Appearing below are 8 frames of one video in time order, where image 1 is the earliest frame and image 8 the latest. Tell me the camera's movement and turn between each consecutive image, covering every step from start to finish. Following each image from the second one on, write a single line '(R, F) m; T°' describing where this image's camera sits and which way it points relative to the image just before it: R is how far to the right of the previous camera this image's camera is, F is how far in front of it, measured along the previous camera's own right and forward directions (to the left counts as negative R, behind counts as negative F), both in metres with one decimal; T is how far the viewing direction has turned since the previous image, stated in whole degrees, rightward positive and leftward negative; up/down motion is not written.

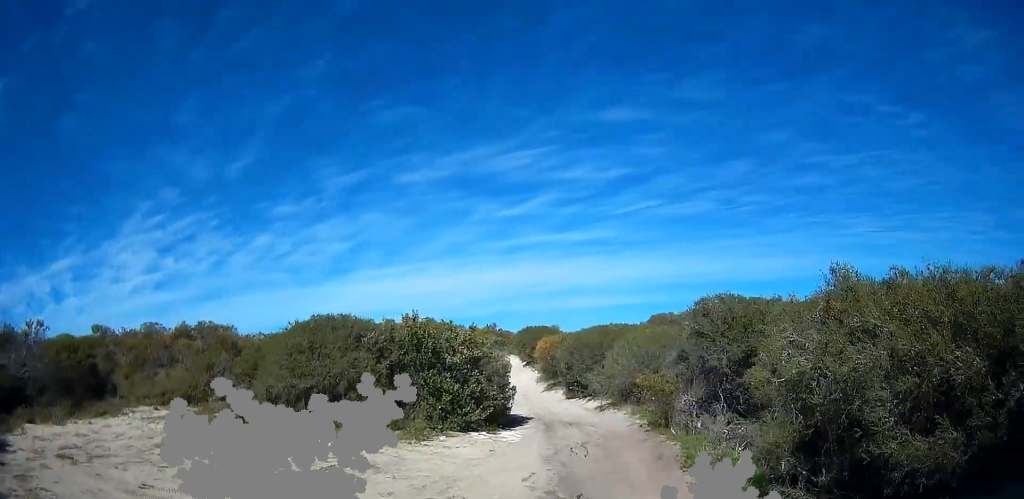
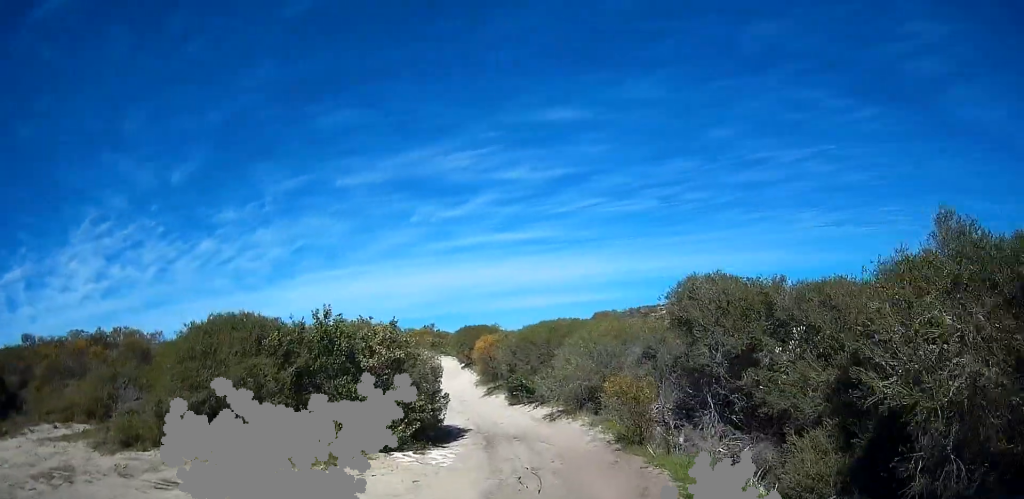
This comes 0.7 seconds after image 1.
(0.0, +2.5) m; +5°
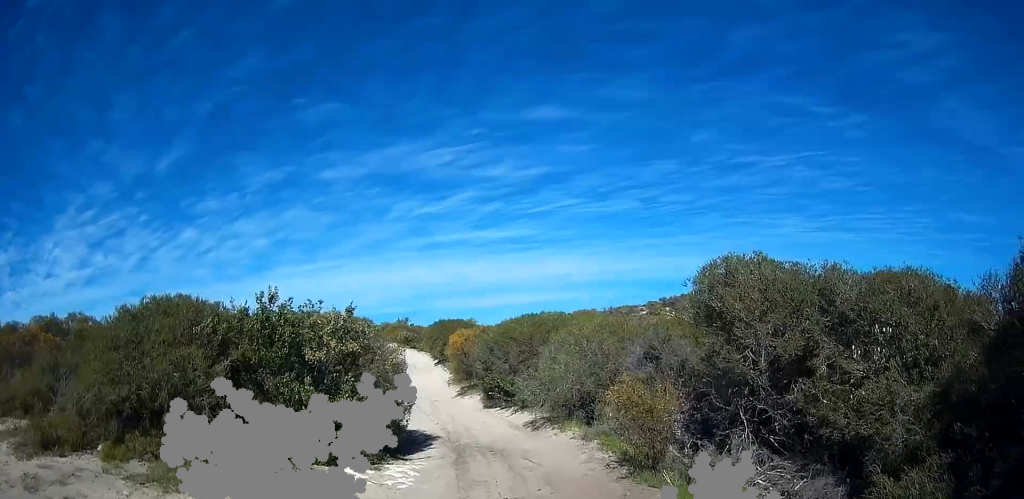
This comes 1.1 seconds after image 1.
(-0.1, +1.7) m; +5°
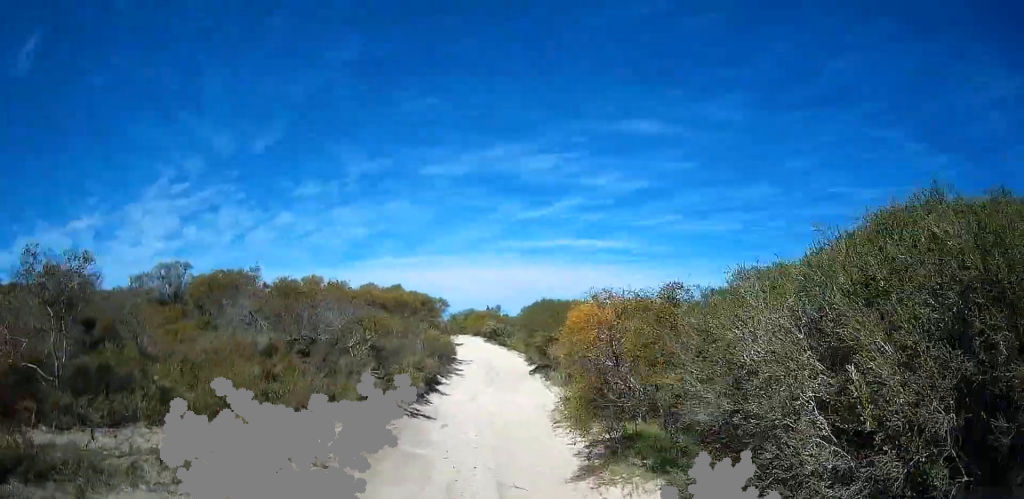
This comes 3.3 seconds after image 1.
(-1.1, +12.5) m; -17°
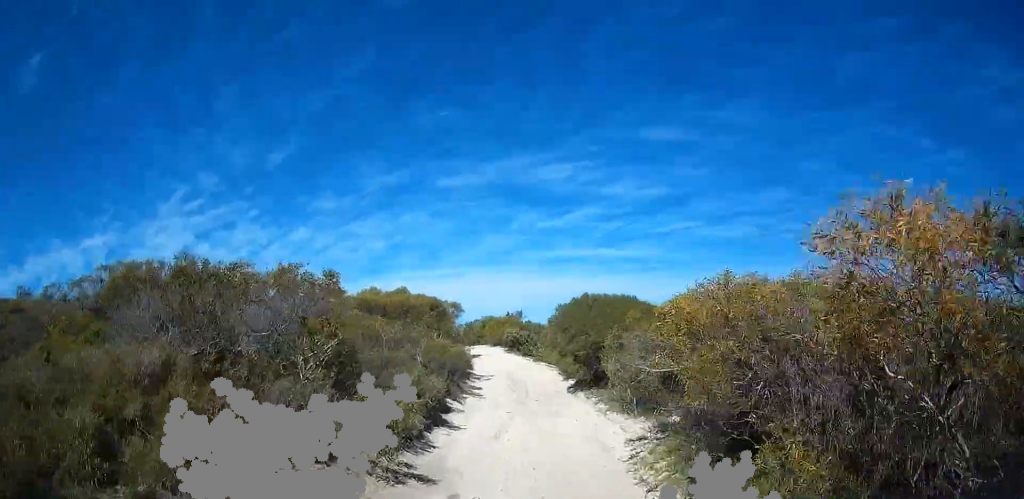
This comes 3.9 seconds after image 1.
(0.0, +4.8) m; +2°
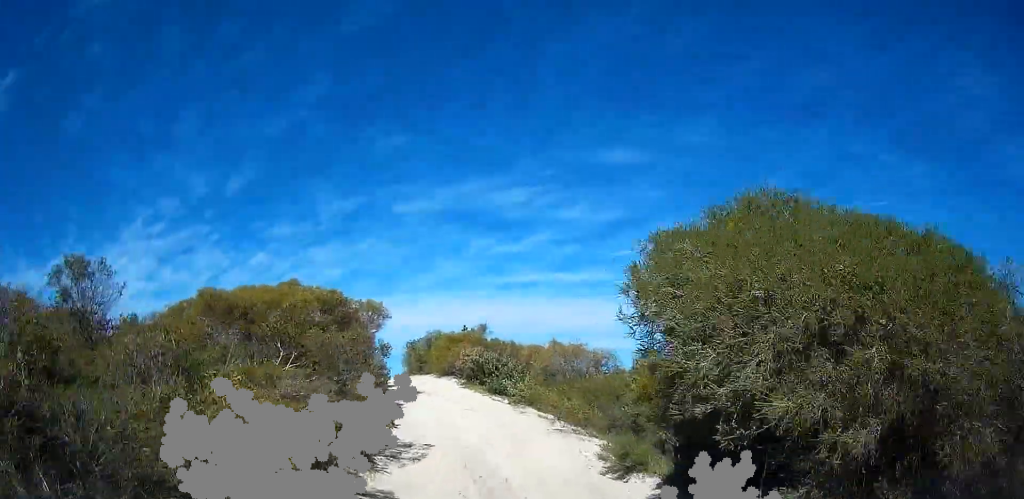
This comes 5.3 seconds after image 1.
(+0.6, +11.0) m; +4°
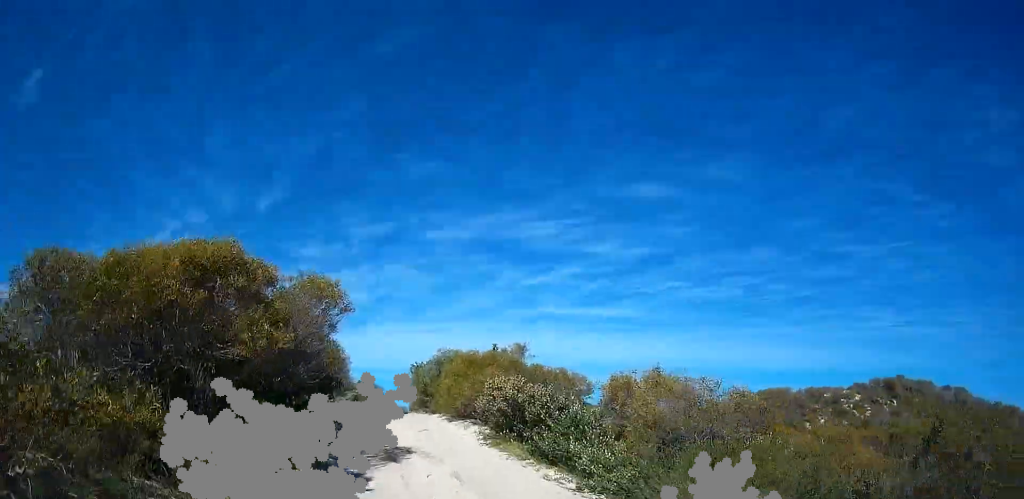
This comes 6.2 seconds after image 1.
(+0.1, +7.4) m; -7°
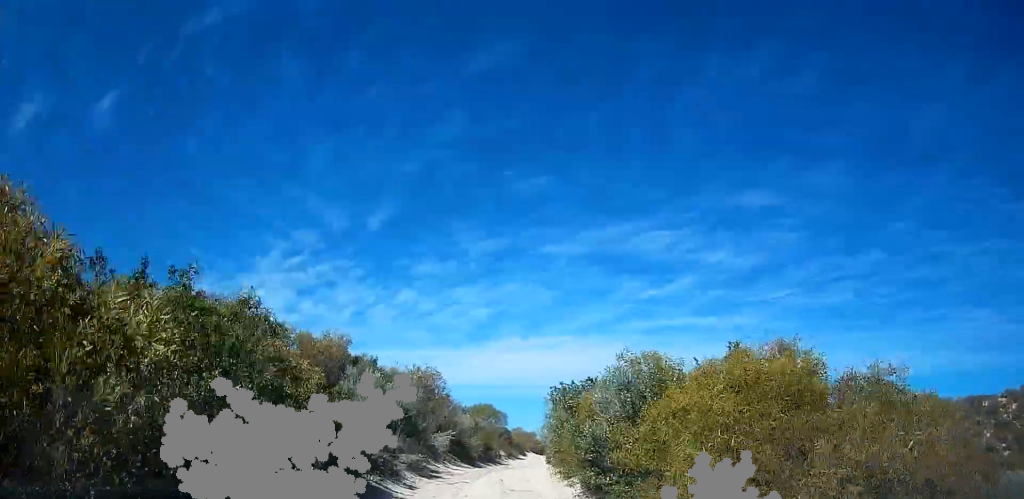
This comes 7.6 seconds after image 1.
(-1.7, +9.6) m; -12°
